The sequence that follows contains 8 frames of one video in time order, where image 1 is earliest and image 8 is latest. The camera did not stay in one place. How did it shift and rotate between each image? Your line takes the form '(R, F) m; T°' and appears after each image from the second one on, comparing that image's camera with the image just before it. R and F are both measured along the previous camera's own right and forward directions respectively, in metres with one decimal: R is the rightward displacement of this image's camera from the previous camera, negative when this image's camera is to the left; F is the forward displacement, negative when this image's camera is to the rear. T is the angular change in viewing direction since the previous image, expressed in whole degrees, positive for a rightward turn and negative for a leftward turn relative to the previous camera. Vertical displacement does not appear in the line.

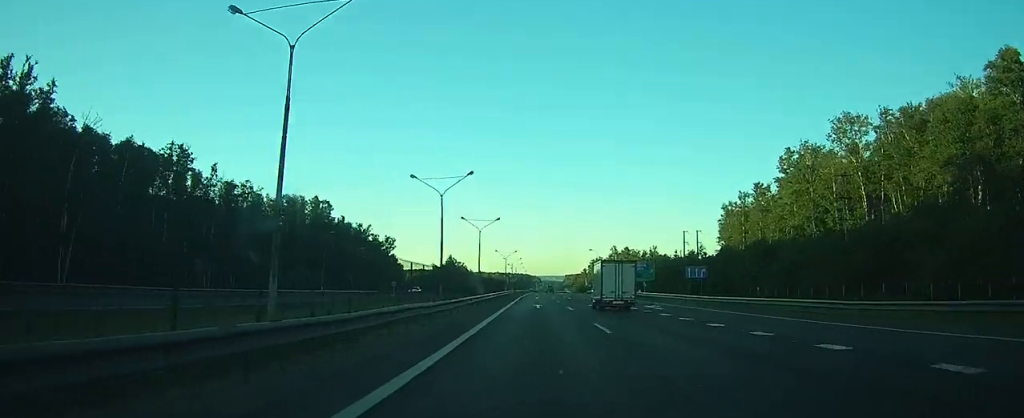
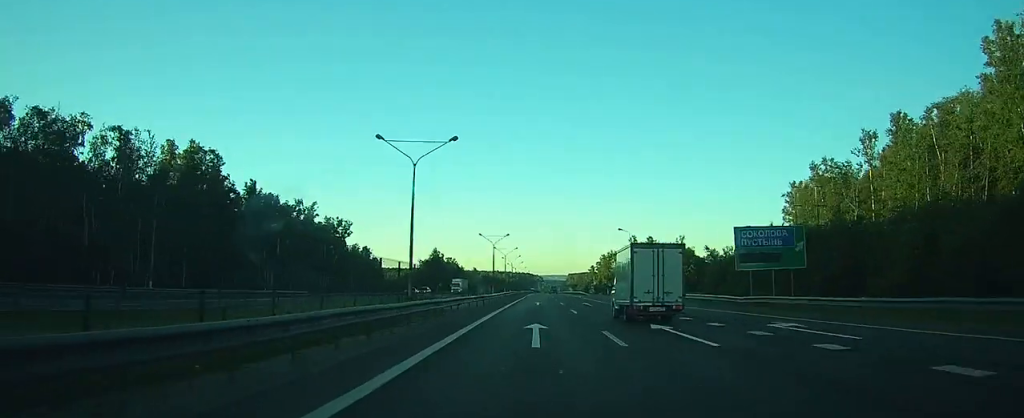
(-0.1, +52.0) m; 0°
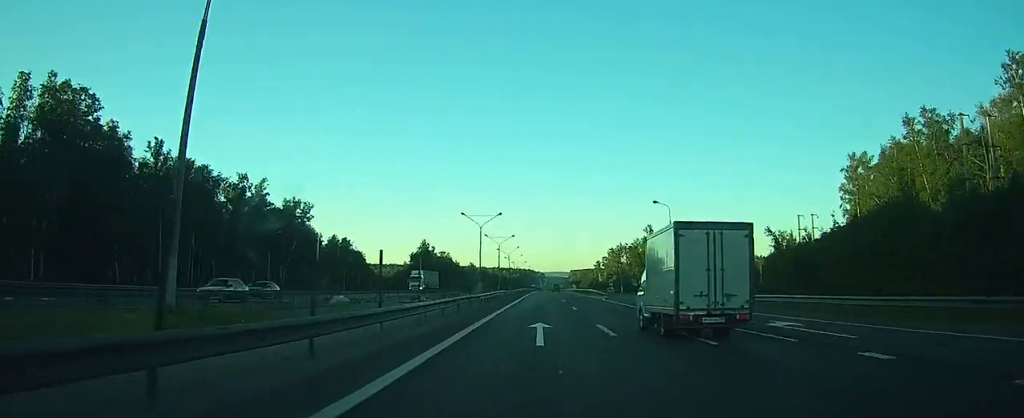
(0.0, +29.8) m; 0°
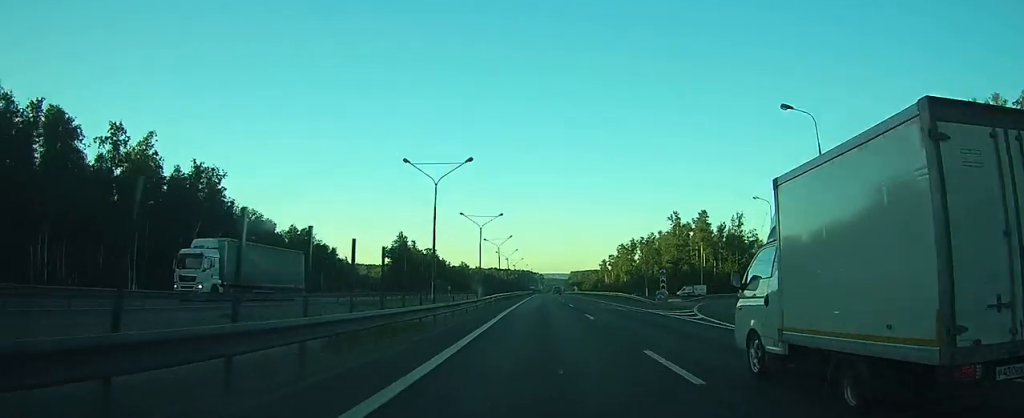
(0.0, +39.3) m; 0°
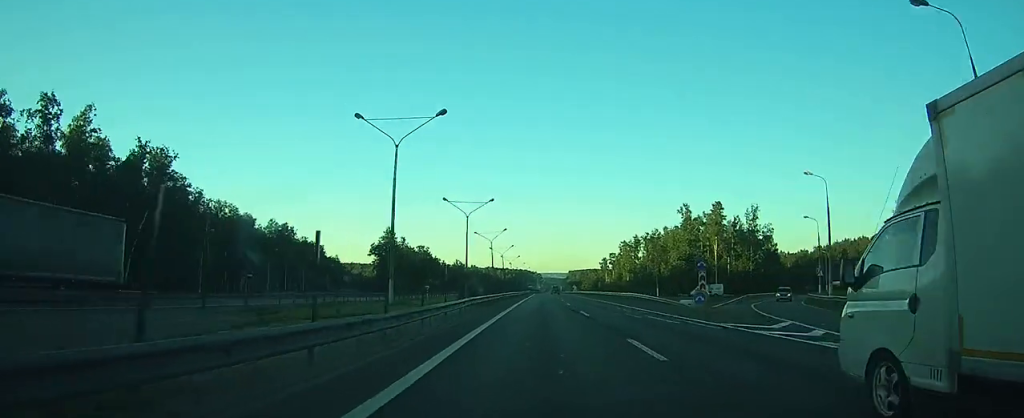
(0.0, +13.8) m; 0°
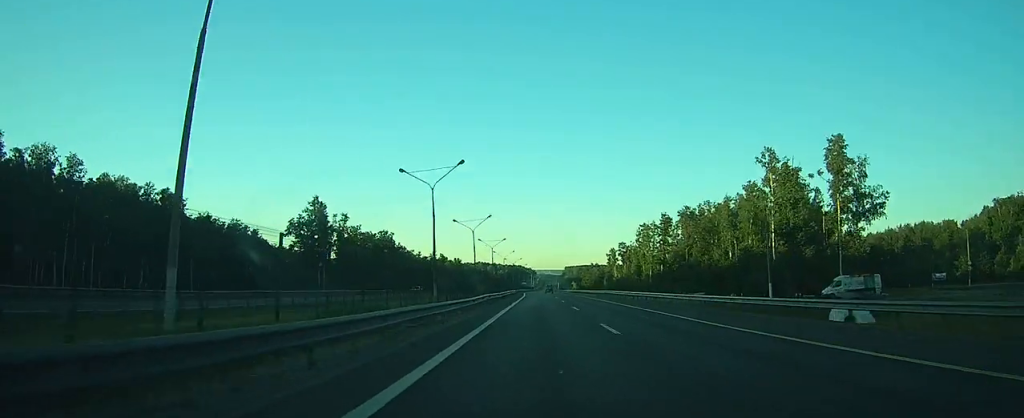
(+0.2, +58.0) m; 0°
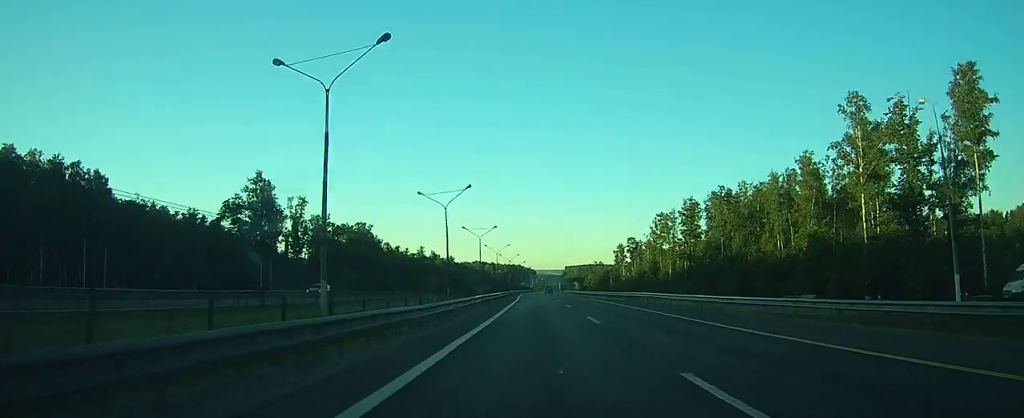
(0.0, +27.3) m; 0°
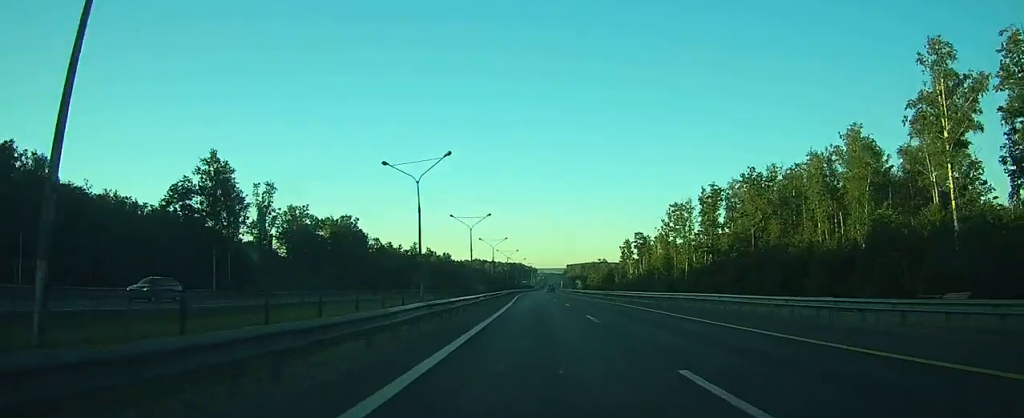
(0.0, +15.8) m; 0°
